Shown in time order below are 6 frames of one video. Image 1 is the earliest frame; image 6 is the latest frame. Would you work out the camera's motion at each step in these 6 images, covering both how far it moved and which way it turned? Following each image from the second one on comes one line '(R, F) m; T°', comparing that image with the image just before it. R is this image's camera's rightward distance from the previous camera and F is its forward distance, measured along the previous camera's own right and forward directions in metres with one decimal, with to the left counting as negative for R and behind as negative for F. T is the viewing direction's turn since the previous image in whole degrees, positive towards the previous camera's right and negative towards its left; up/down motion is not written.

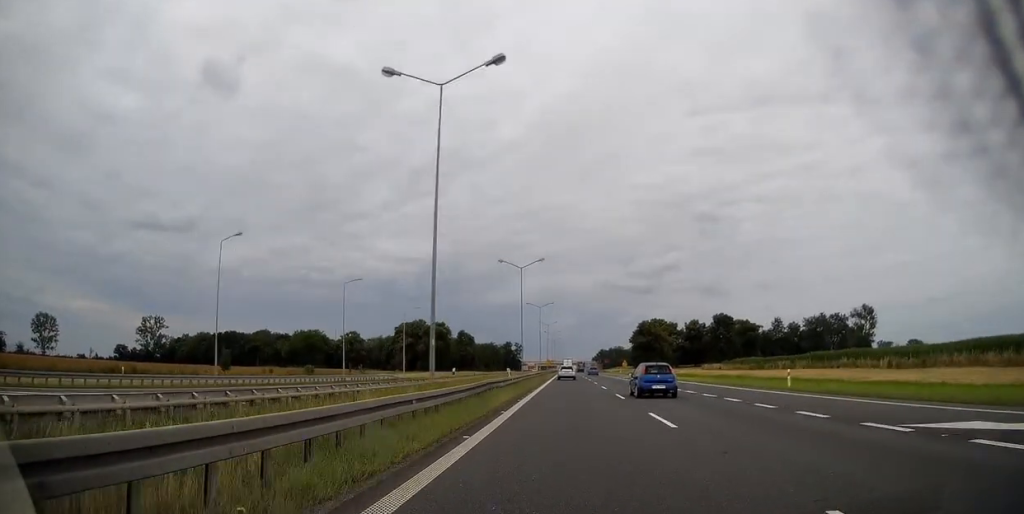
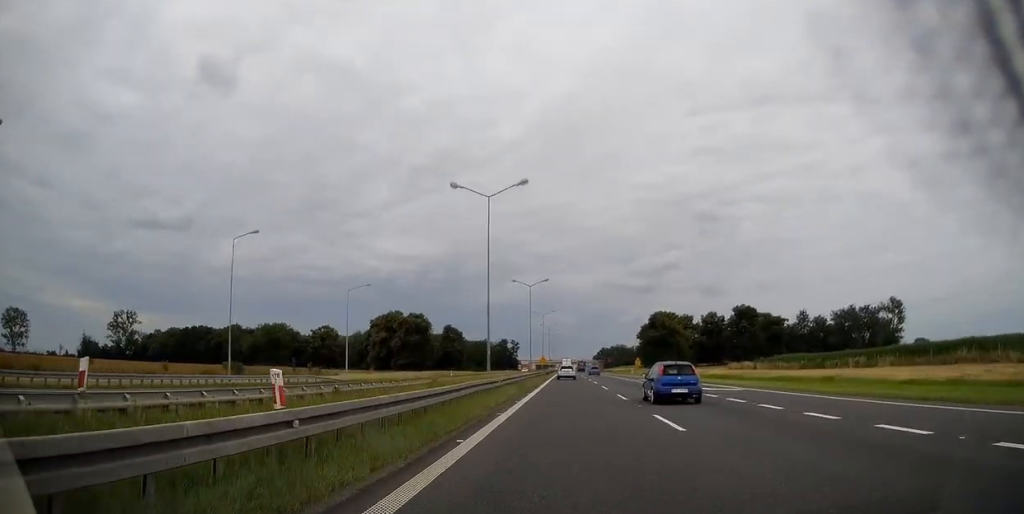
(0.0, +24.6) m; 0°
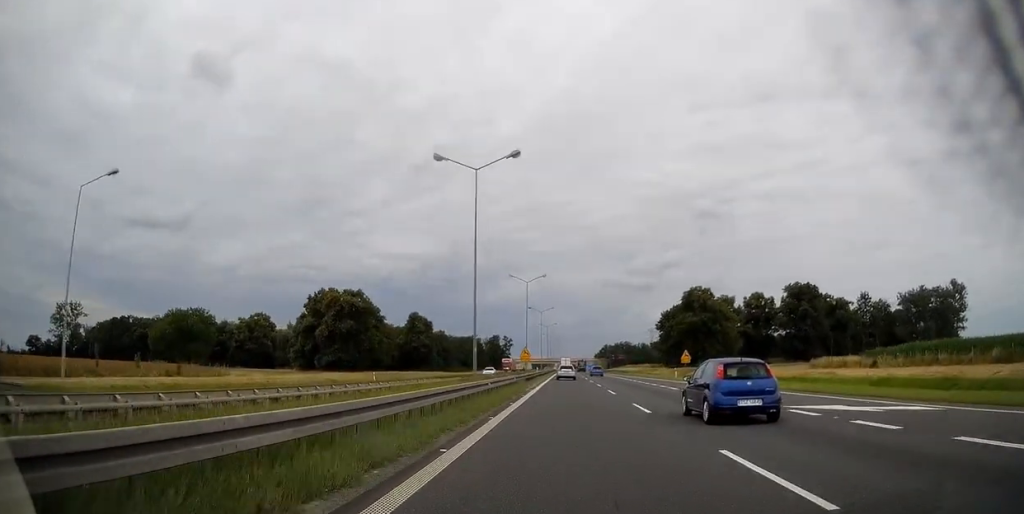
(+0.1, +43.2) m; 0°
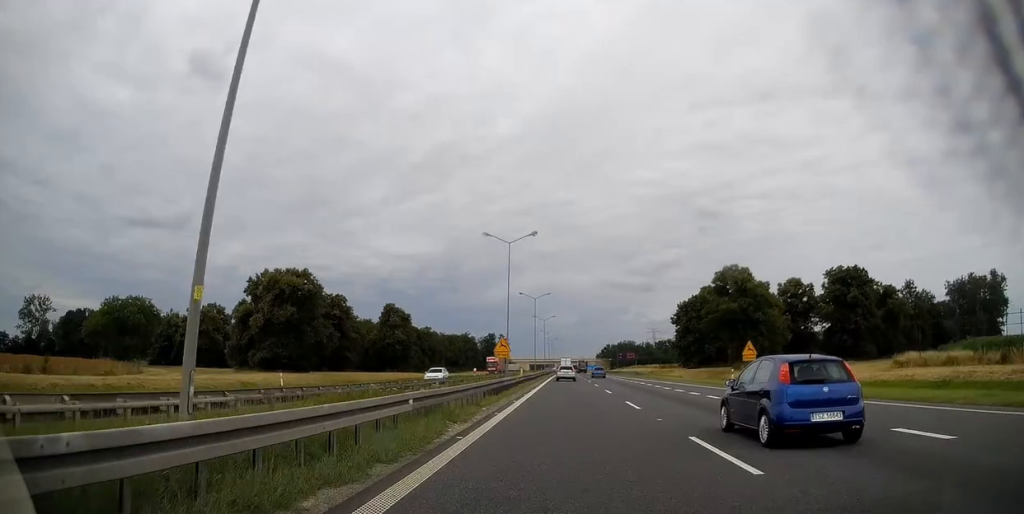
(-0.2, +22.0) m; 0°
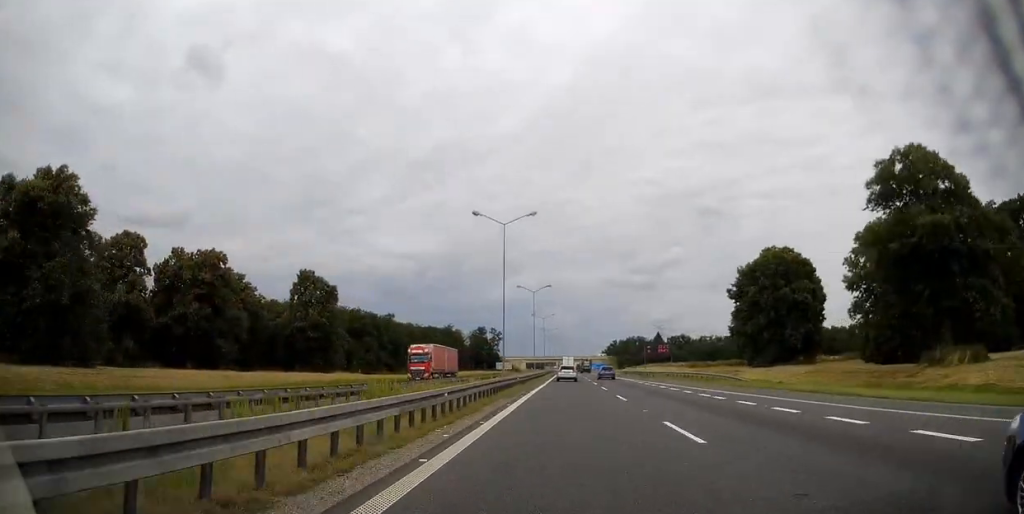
(+0.3, +44.8) m; 0°
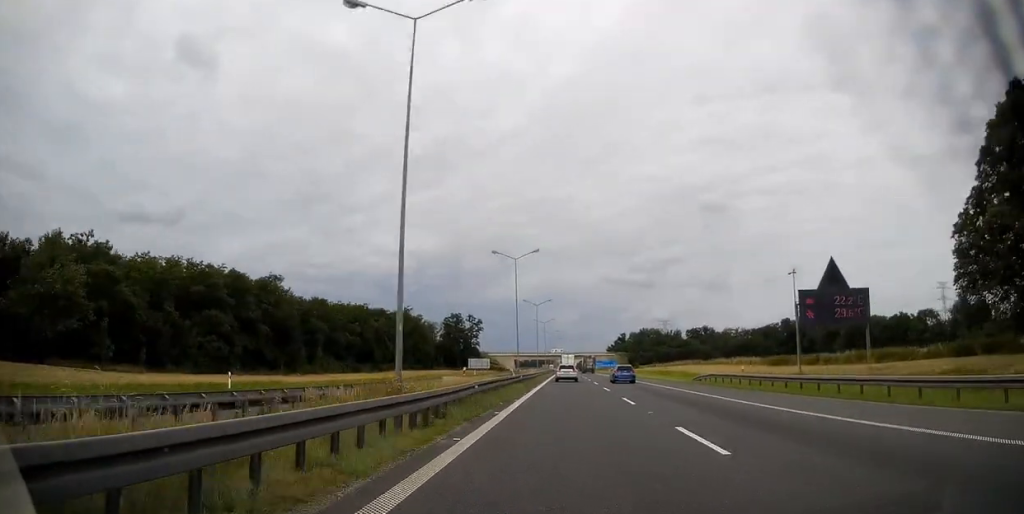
(0.0, +63.1) m; 0°
